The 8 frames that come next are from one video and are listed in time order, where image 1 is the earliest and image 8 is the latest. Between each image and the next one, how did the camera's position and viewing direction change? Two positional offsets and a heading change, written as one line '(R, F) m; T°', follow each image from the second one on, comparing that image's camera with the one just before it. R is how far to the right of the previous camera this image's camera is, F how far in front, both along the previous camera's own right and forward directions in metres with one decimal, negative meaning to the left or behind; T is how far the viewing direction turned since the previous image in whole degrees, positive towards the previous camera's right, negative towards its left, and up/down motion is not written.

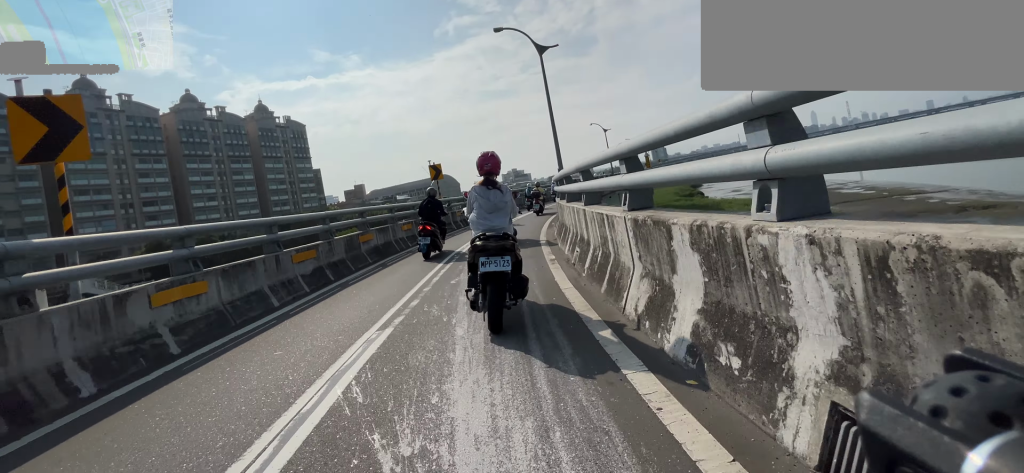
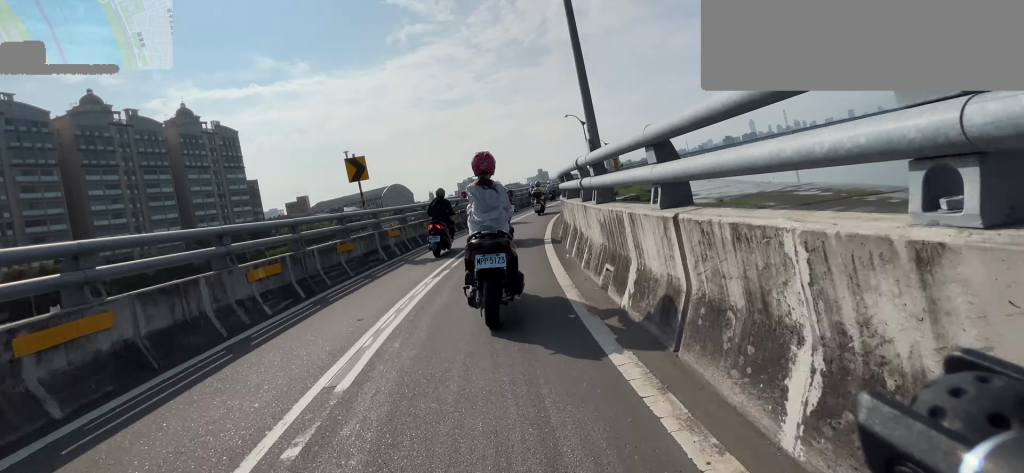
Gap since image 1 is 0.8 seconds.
(+0.5, +7.1) m; +6°
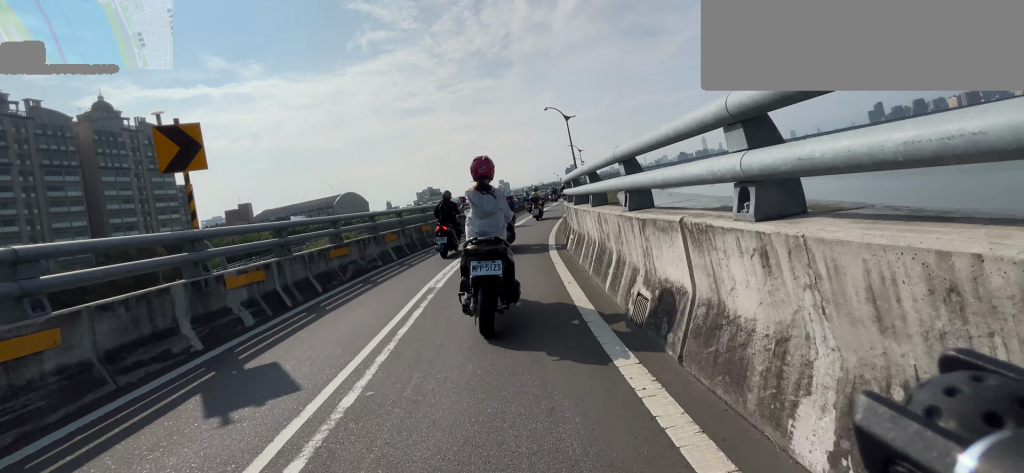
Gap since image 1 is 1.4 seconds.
(-0.2, +6.2) m; +4°
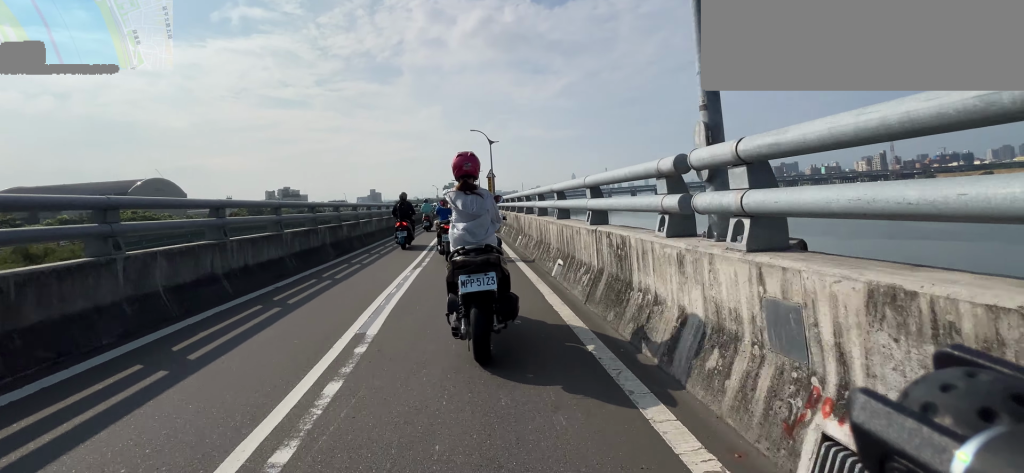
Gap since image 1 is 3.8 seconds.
(+2.6, +21.8) m; +7°
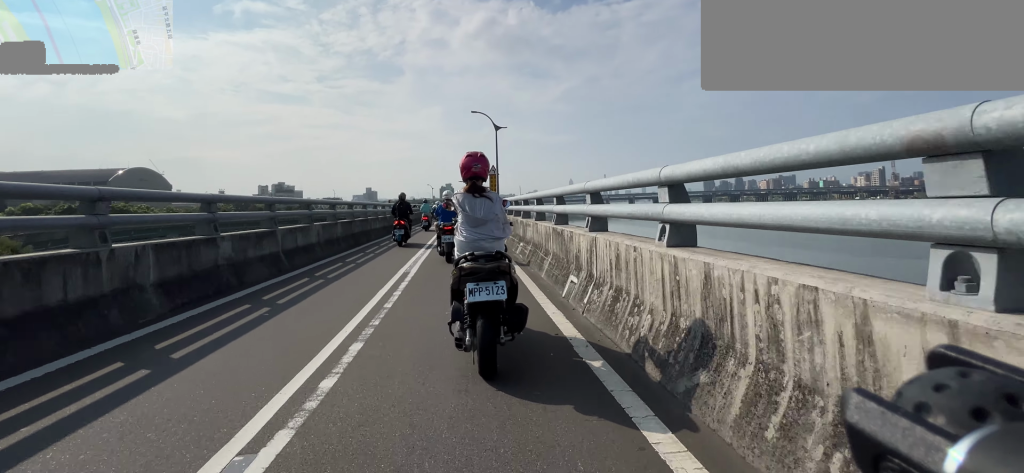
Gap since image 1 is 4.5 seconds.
(0.0, +6.0) m; 0°
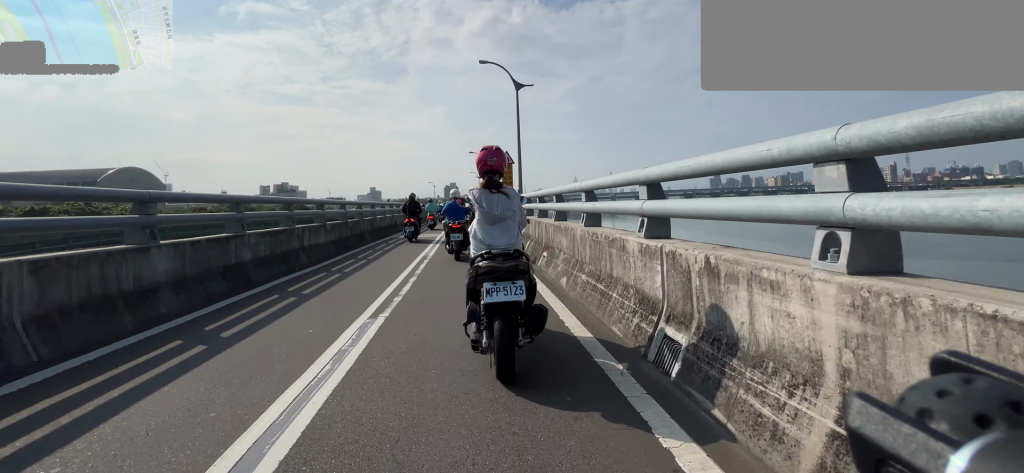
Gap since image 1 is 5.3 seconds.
(0.0, +7.2) m; -1°
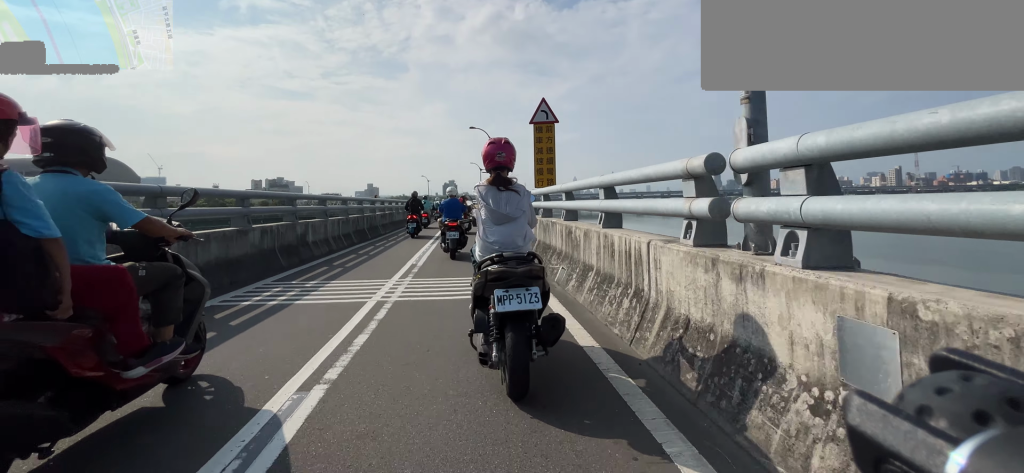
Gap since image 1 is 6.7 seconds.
(-0.1, +10.9) m; -1°
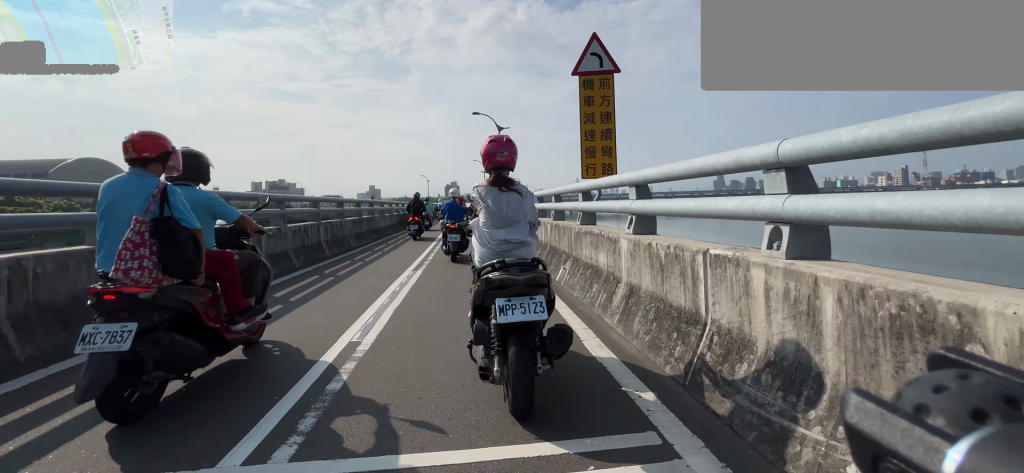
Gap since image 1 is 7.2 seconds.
(0.0, +4.4) m; +1°
